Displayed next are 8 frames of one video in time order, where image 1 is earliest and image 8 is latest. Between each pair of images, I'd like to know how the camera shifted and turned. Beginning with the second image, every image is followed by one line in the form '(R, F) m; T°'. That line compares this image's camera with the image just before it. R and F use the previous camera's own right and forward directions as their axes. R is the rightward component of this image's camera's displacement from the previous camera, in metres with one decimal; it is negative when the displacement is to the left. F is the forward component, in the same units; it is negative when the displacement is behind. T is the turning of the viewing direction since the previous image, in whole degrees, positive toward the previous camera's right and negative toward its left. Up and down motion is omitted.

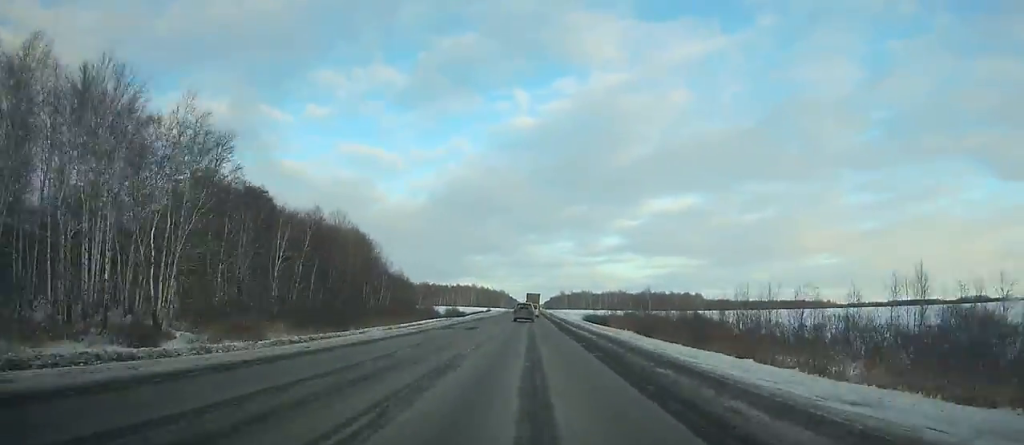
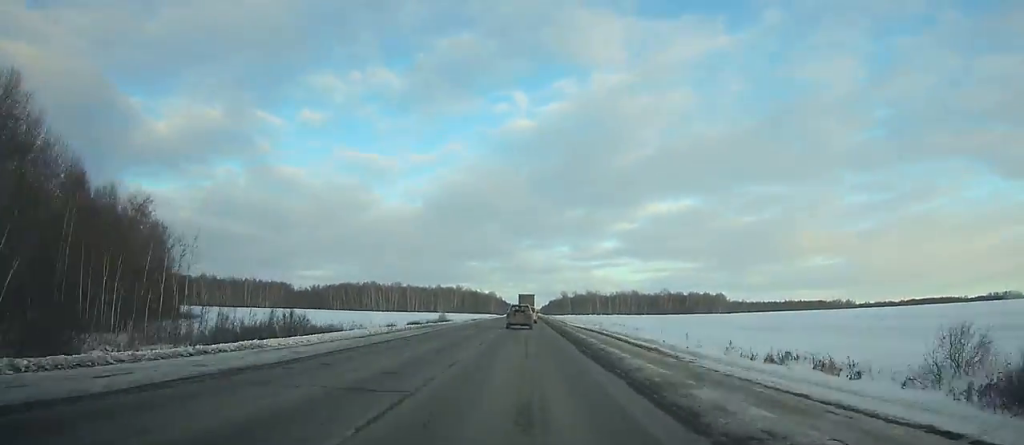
(+1.0, +109.6) m; +1°
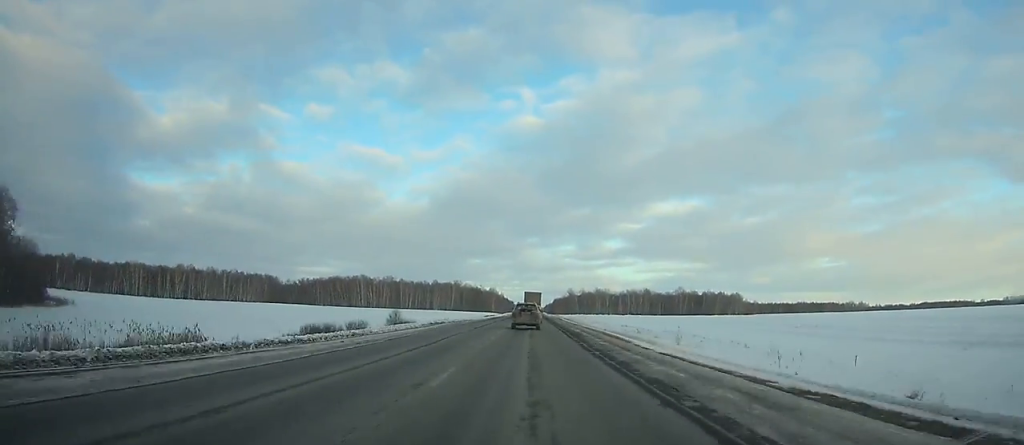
(0.0, +41.9) m; 0°
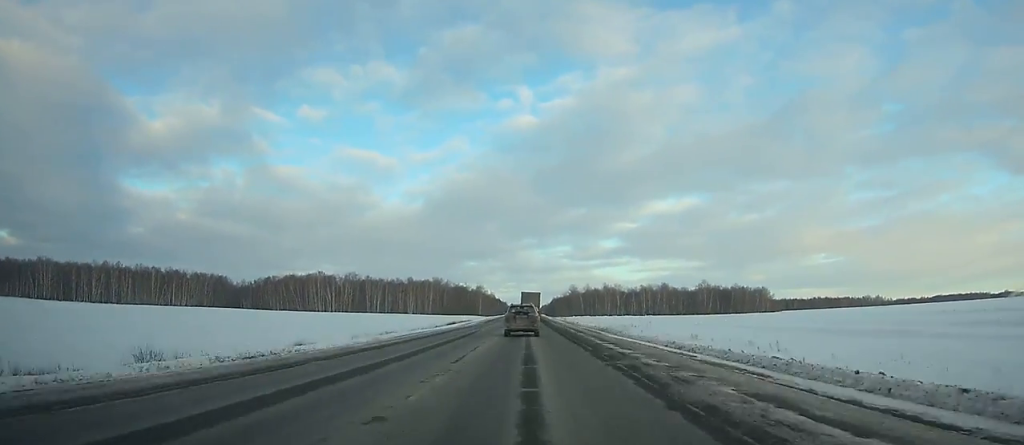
(-0.1, +85.4) m; 0°
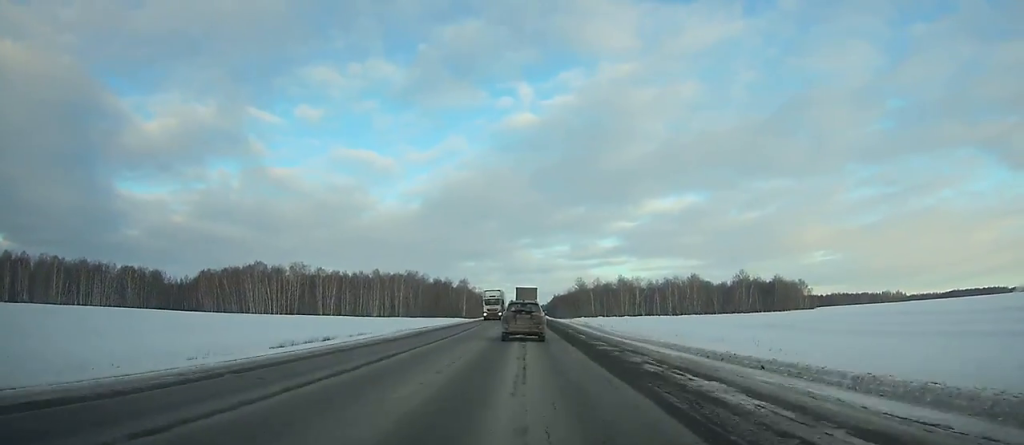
(-0.1, +84.1) m; 0°
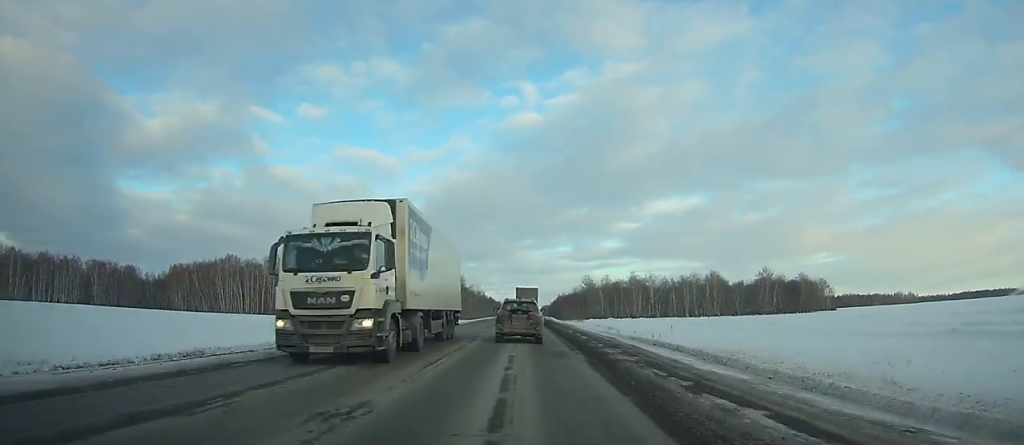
(0.0, +30.9) m; 0°
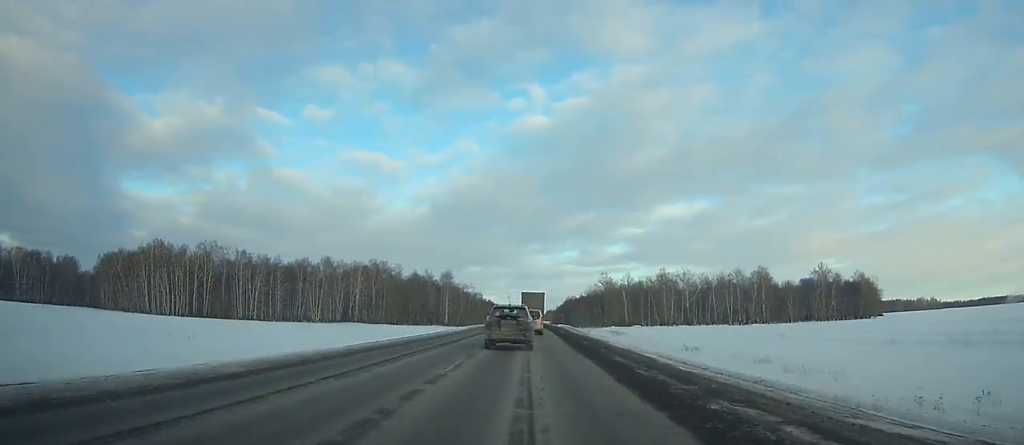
(-0.1, +58.8) m; 0°
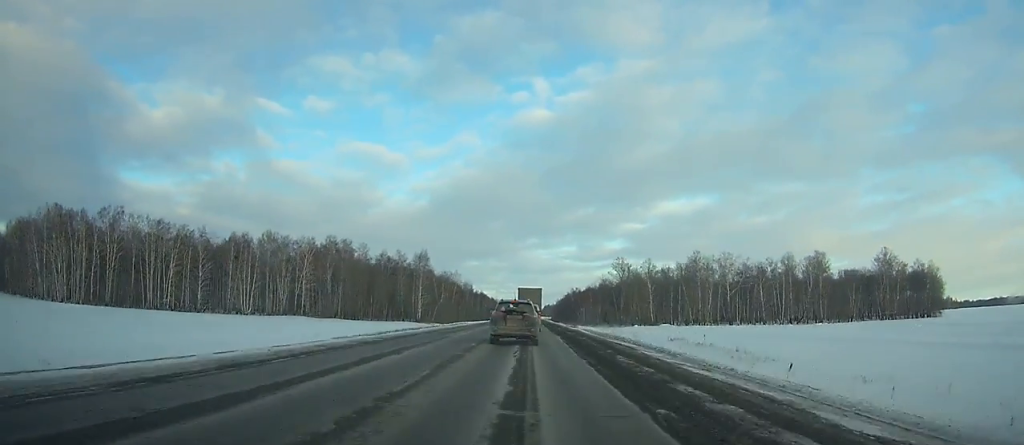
(-0.1, +51.3) m; 0°
